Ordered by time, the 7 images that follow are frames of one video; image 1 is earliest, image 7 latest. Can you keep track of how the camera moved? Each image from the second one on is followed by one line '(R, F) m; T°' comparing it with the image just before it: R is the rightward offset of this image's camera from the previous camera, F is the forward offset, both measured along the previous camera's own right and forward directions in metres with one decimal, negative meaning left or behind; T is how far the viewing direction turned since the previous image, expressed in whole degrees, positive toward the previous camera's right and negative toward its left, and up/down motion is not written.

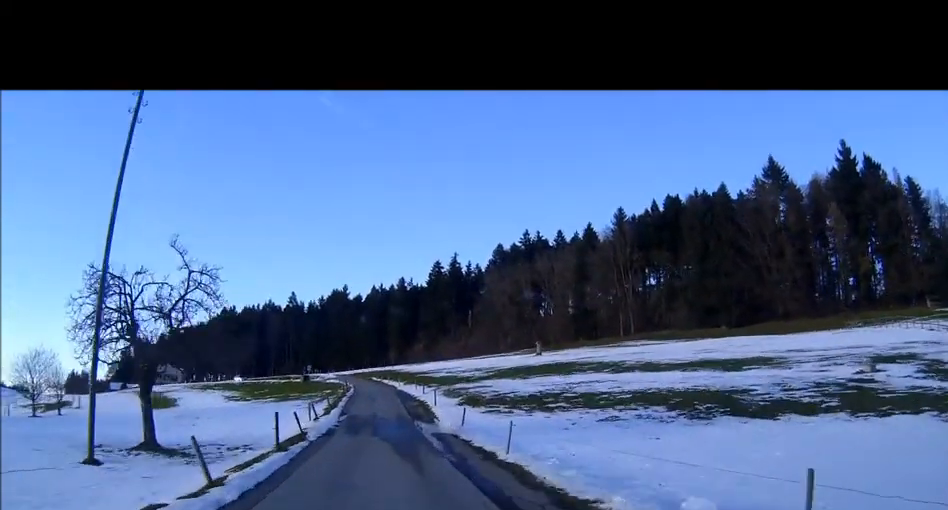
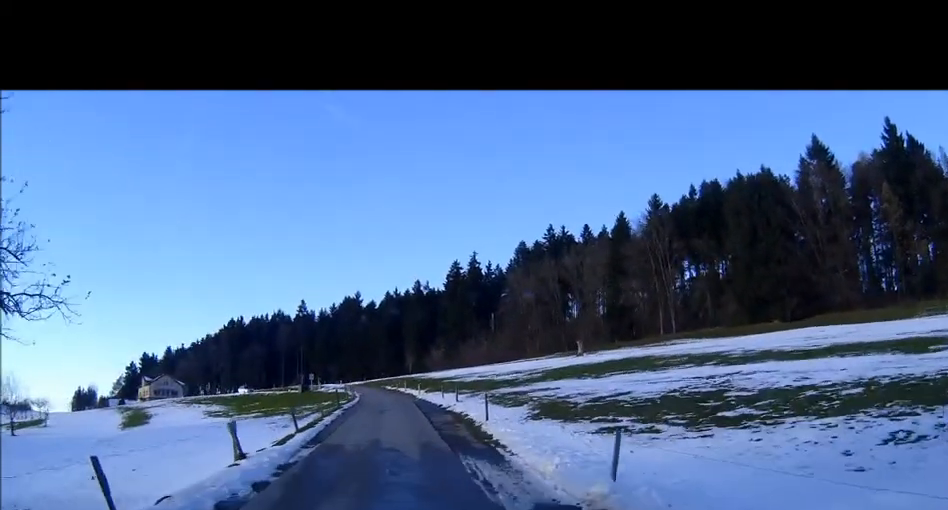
(-0.2, +16.2) m; -1°
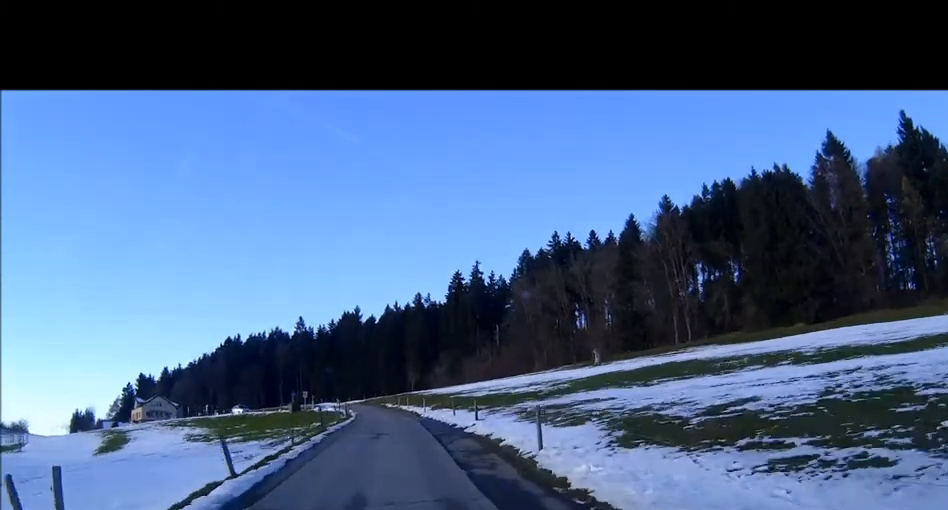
(0.0, +7.9) m; -1°
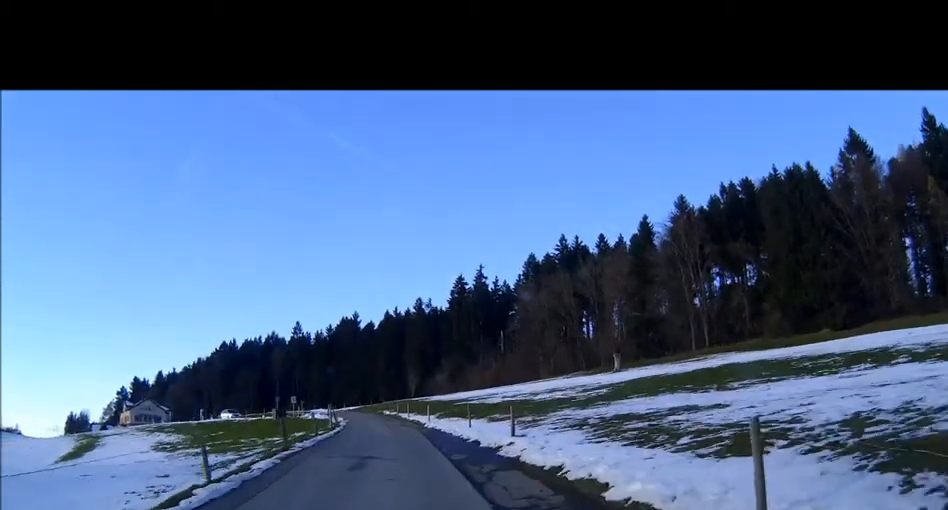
(0.0, +8.4) m; -1°
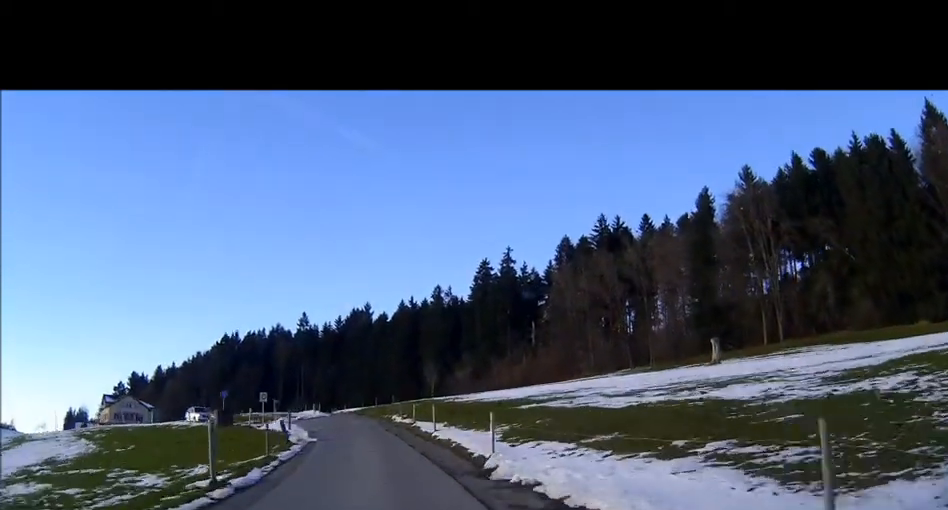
(-0.4, +23.2) m; -1°
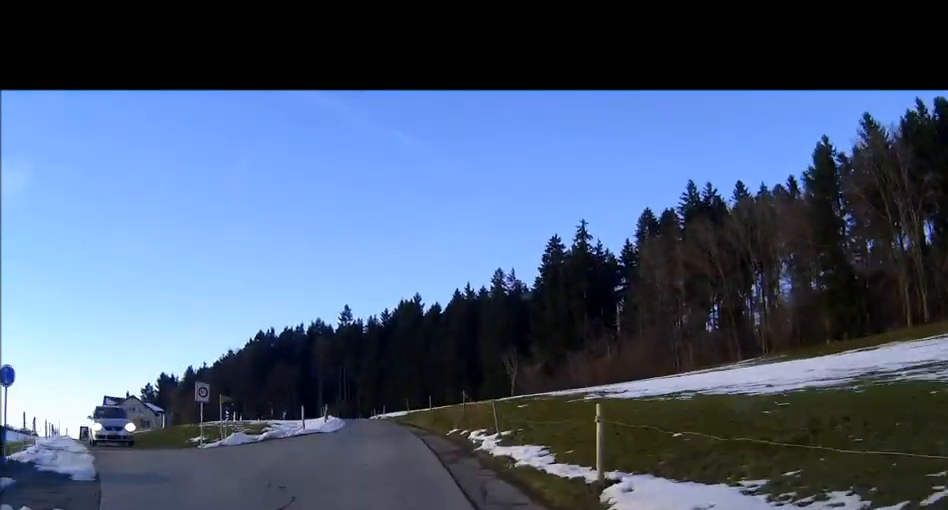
(-0.3, +27.2) m; -3°
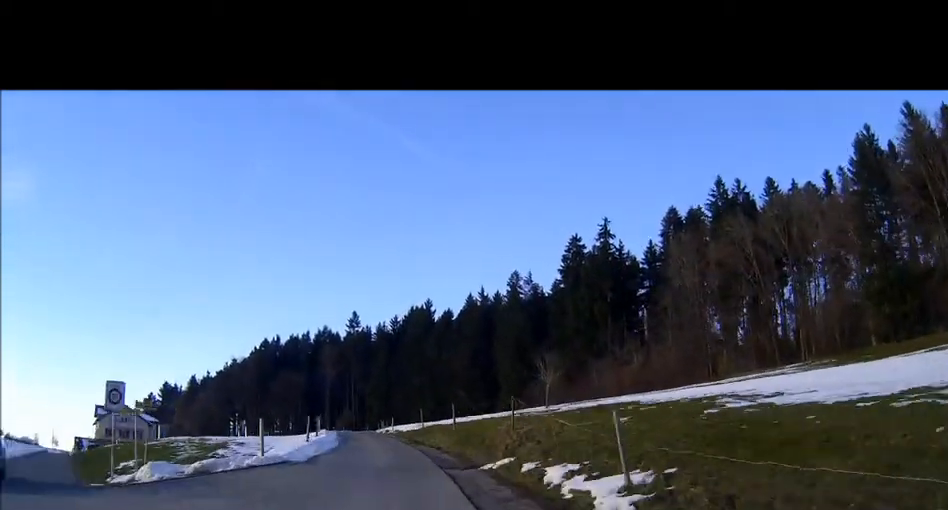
(-0.2, +9.5) m; -2°
